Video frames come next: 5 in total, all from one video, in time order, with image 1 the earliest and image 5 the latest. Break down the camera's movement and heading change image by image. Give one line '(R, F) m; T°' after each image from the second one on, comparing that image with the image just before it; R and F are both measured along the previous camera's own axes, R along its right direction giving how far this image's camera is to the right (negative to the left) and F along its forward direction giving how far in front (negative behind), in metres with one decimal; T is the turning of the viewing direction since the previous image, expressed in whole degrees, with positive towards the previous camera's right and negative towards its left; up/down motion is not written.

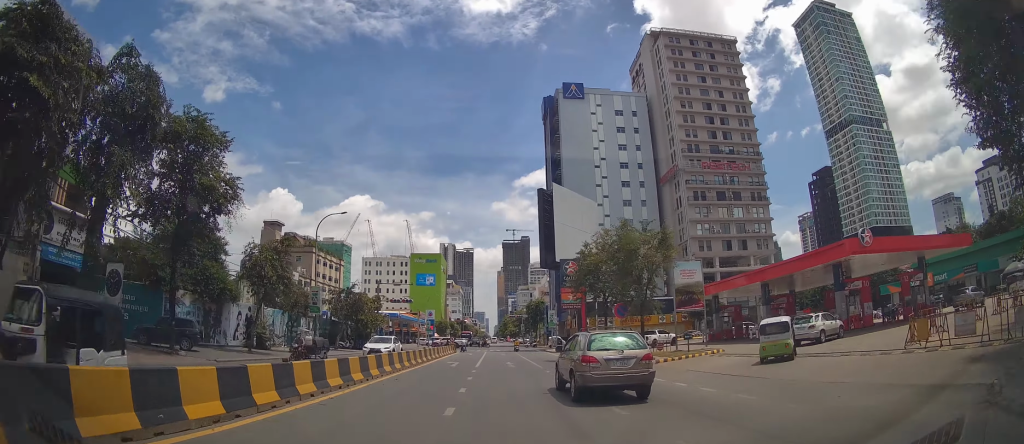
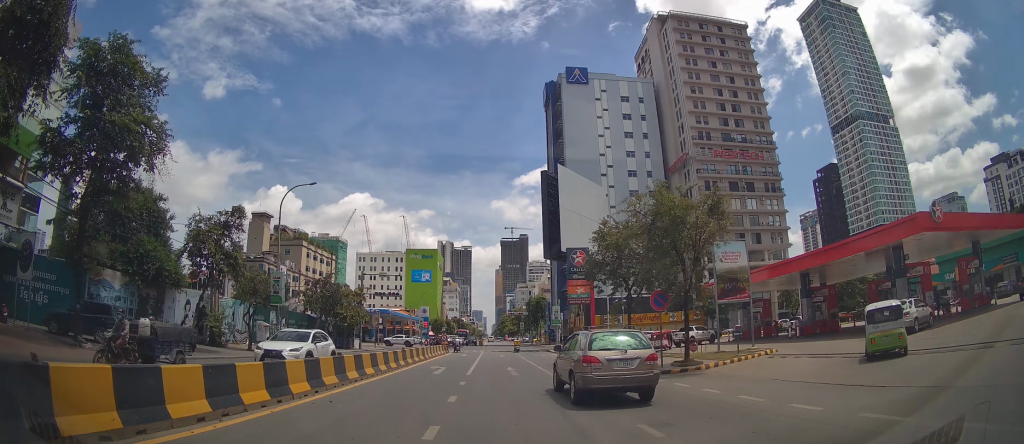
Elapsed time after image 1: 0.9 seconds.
(0.0, +6.6) m; 0°
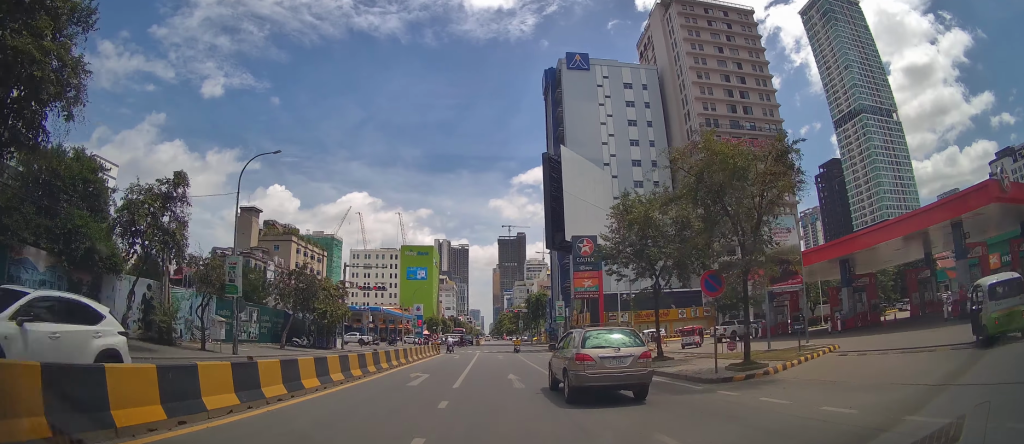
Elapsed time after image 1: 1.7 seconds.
(0.0, +5.2) m; 0°
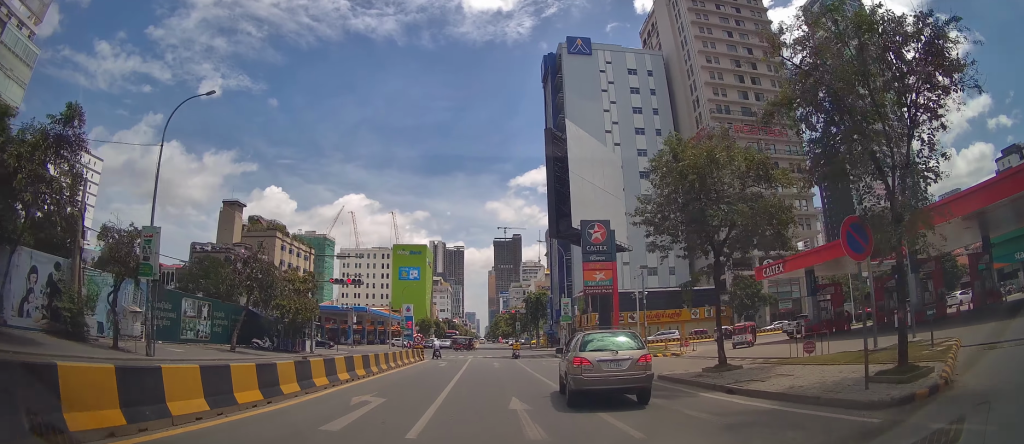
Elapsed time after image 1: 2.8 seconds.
(0.0, +7.1) m; -1°
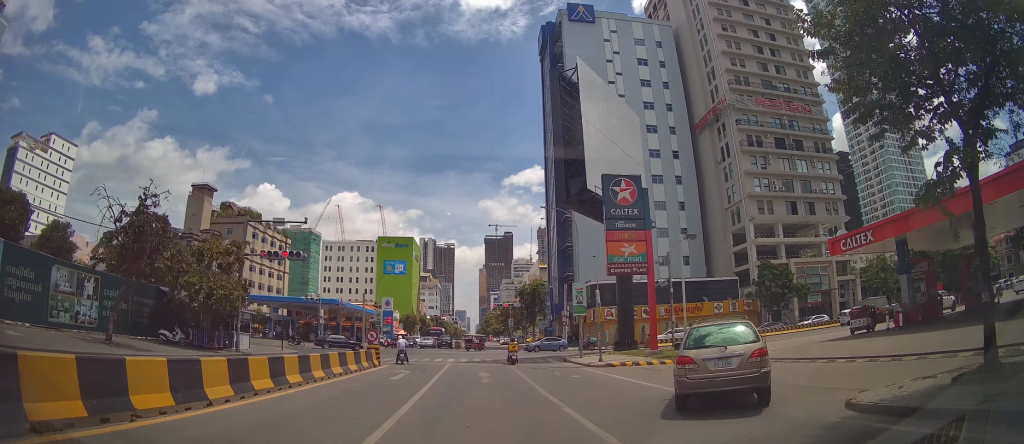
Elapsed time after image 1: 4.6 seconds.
(-0.3, +9.6) m; -5°
